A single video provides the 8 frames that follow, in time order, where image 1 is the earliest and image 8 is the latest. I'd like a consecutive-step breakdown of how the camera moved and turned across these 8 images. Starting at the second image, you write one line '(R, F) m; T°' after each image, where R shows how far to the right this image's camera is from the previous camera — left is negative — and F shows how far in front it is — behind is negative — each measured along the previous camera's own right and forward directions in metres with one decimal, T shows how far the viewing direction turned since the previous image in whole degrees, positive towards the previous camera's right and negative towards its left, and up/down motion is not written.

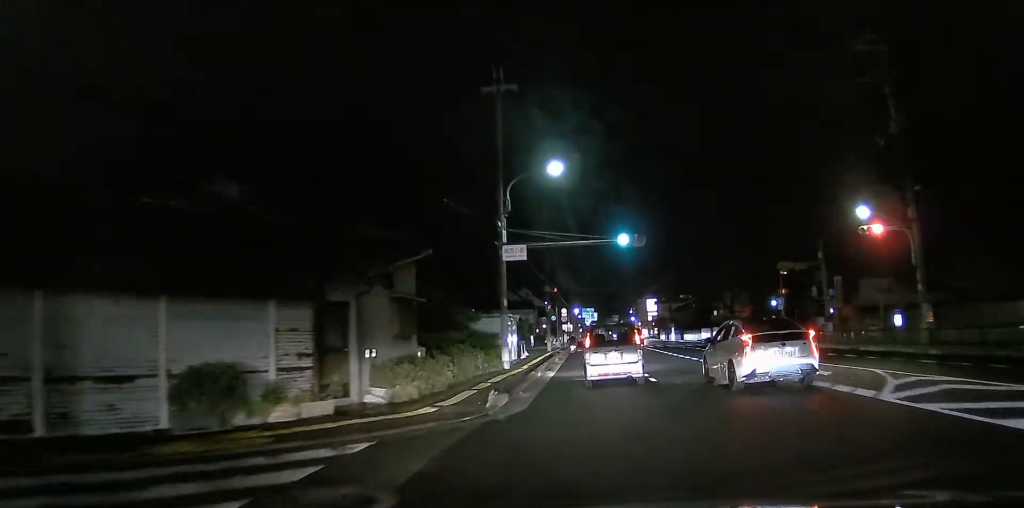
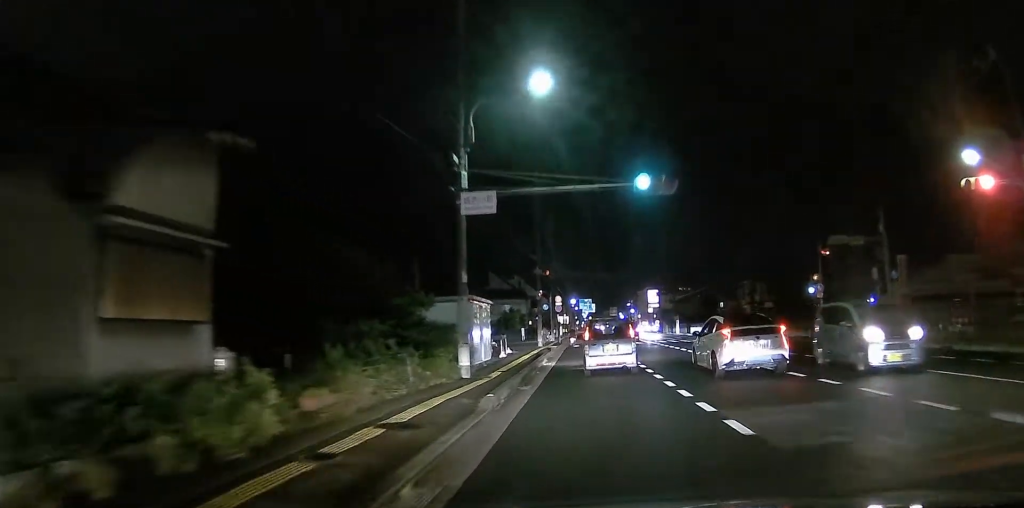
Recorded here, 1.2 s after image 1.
(0.0, +9.0) m; 0°
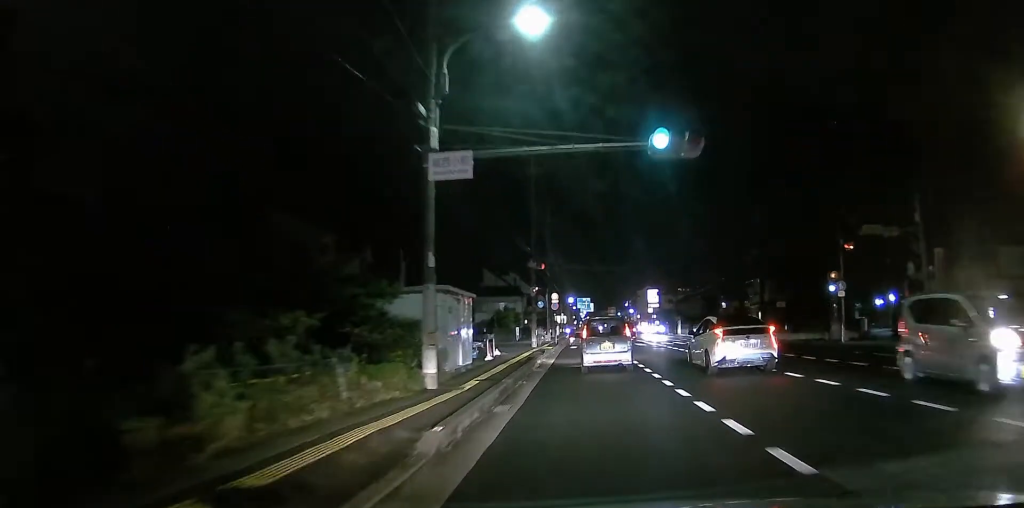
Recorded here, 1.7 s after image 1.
(0.0, +4.1) m; -1°
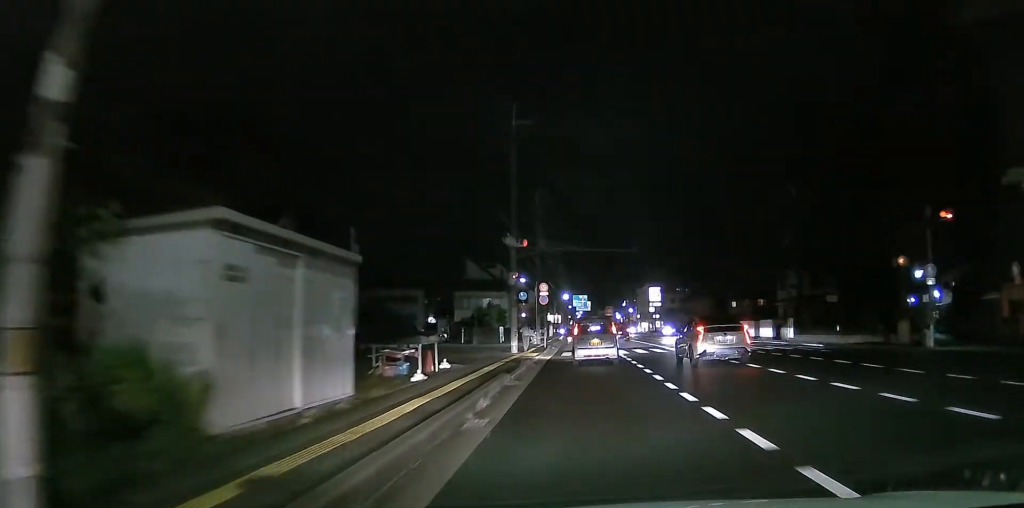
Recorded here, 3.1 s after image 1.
(-0.2, +11.3) m; -2°
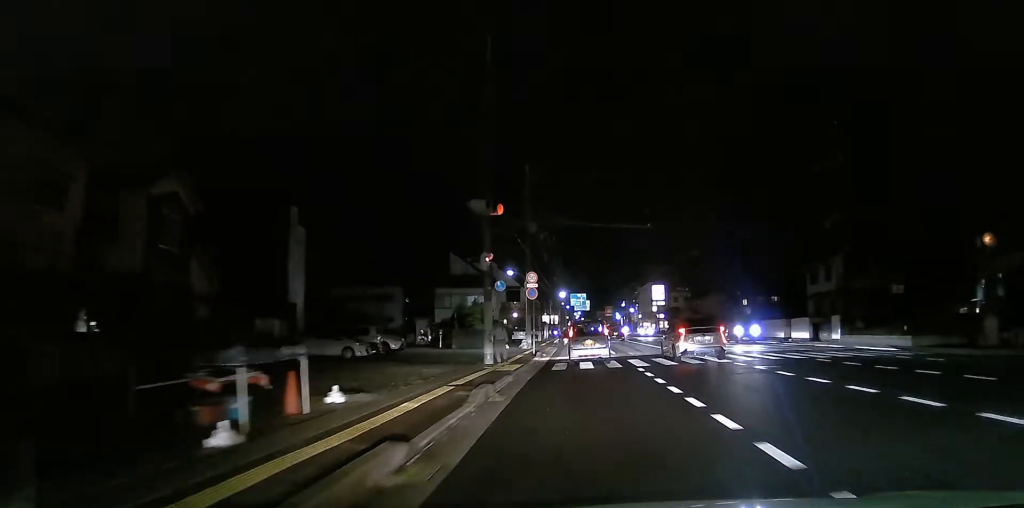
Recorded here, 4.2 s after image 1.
(0.0, +9.2) m; +1°
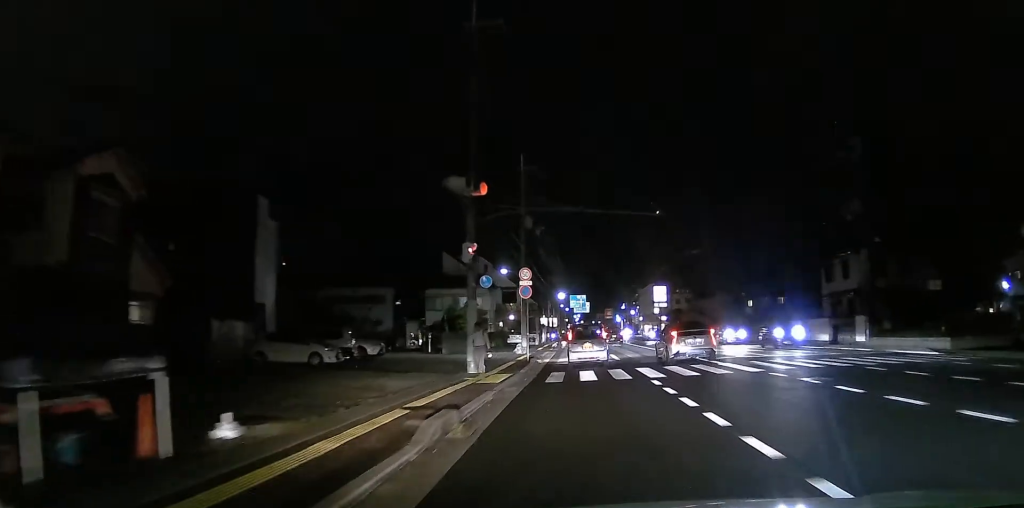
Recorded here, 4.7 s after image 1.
(0.0, +3.8) m; 0°
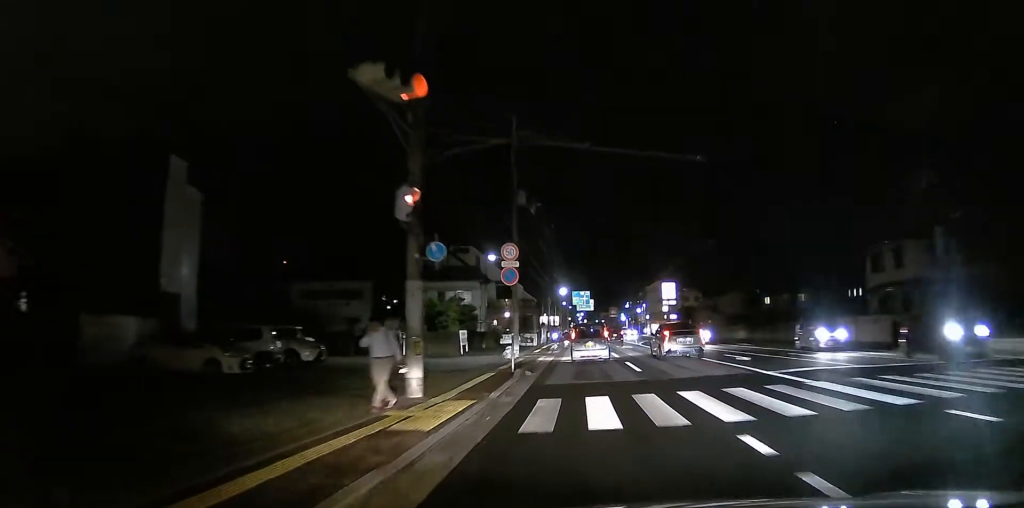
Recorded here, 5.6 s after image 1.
(+0.1, +7.9) m; 0°
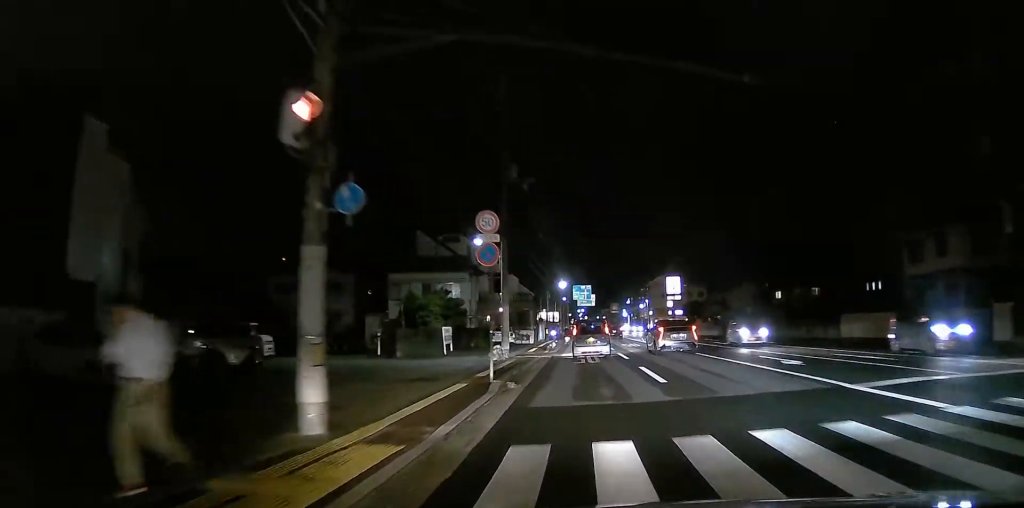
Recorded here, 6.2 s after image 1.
(0.0, +5.1) m; 0°
